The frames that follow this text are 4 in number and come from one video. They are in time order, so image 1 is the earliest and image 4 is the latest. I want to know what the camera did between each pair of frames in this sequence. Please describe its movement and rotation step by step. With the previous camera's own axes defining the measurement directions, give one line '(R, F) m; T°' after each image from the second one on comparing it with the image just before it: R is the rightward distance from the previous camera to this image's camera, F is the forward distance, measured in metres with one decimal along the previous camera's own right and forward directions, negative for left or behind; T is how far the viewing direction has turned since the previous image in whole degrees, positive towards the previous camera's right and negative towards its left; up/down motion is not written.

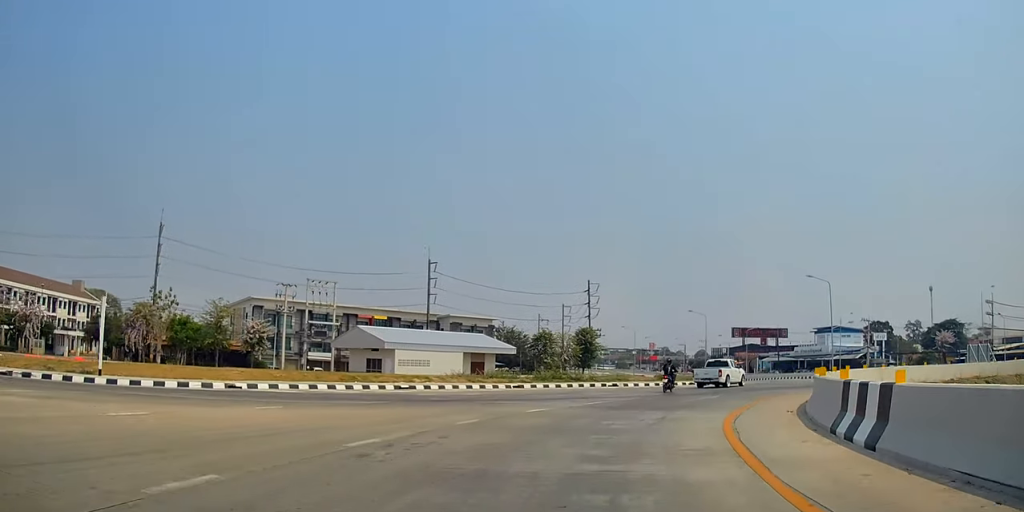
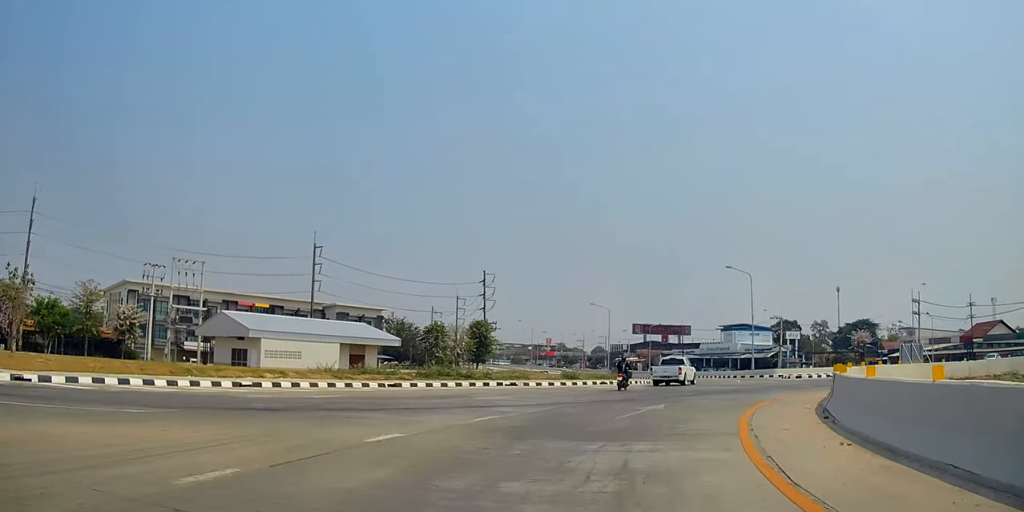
(0.0, +7.8) m; +7°
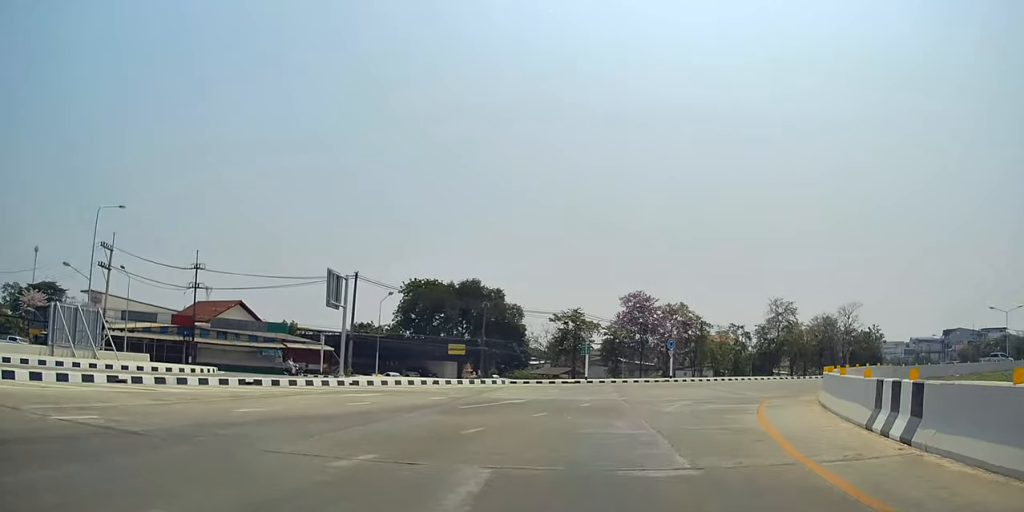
(+16.6, +40.4) m; +58°
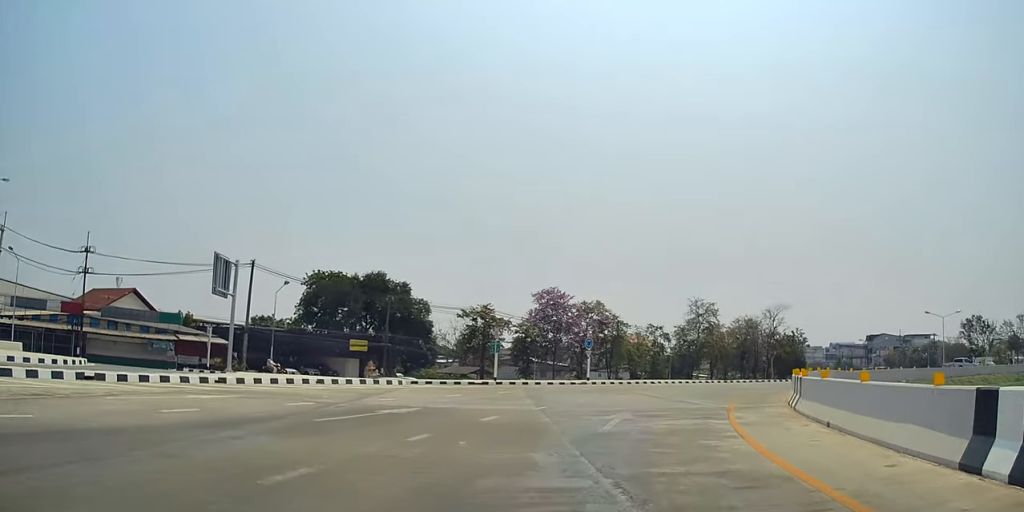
(0.0, +4.6) m; +10°
